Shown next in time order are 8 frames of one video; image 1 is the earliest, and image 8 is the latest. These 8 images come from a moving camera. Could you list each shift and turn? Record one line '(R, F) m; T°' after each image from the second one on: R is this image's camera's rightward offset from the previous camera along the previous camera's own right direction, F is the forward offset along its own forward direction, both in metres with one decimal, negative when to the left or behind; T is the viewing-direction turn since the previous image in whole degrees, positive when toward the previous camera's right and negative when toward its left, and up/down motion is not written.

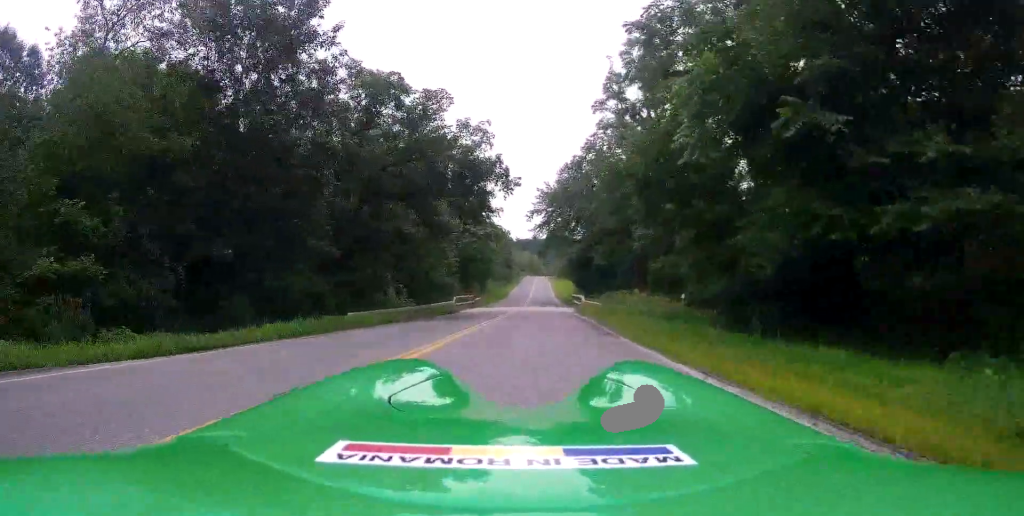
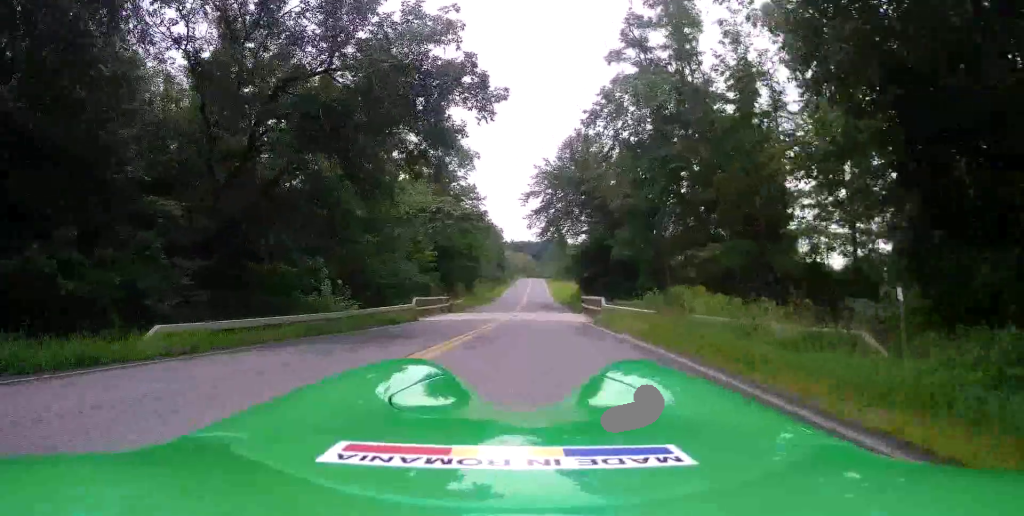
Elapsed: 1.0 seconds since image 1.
(0.0, +9.4) m; 0°
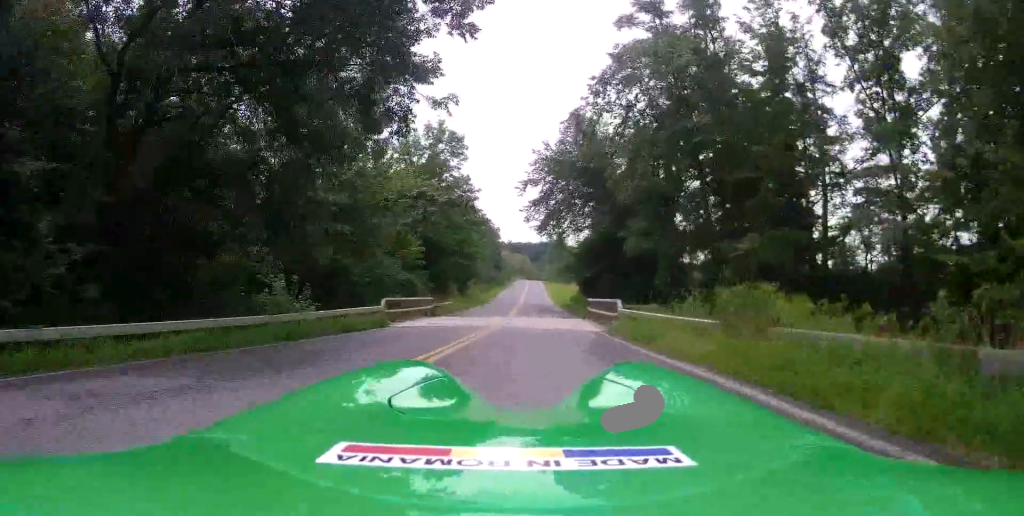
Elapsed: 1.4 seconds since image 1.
(0.0, +3.9) m; 0°
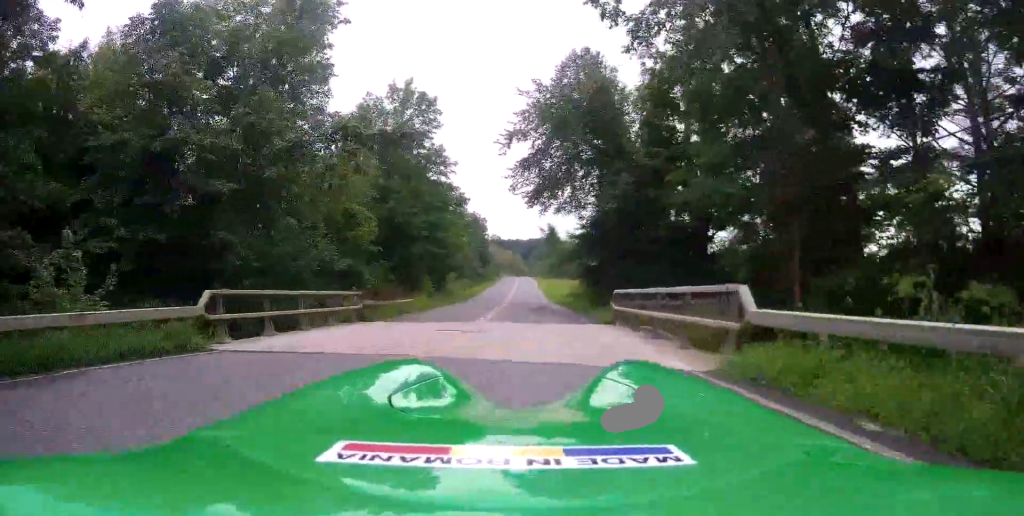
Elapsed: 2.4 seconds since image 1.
(0.0, +9.4) m; 0°
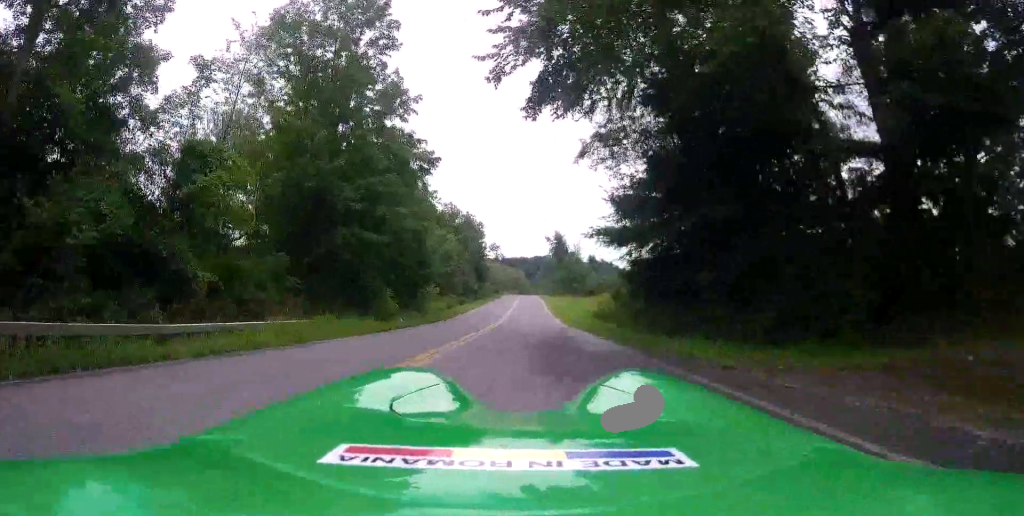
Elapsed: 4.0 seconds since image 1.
(0.0, +16.8) m; 0°
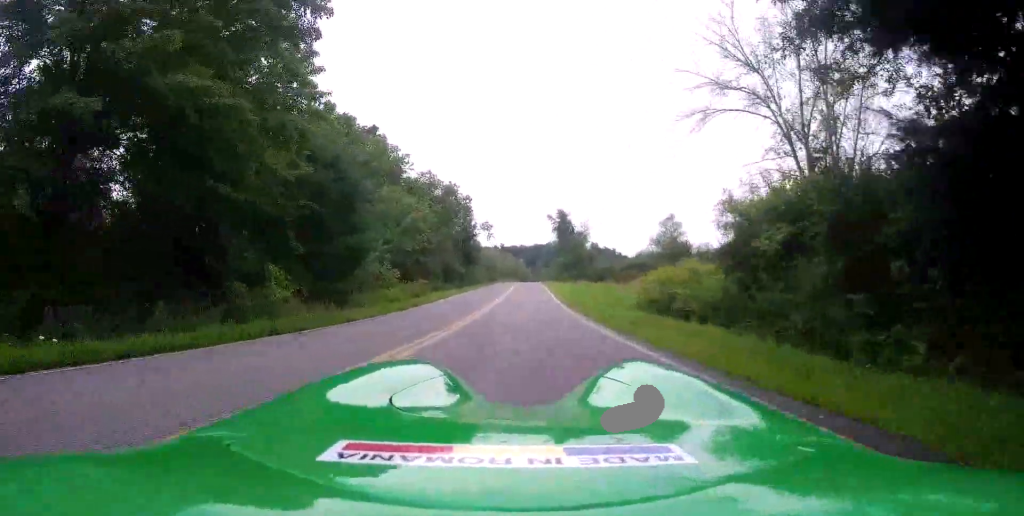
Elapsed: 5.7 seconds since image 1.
(+0.1, +17.7) m; +1°
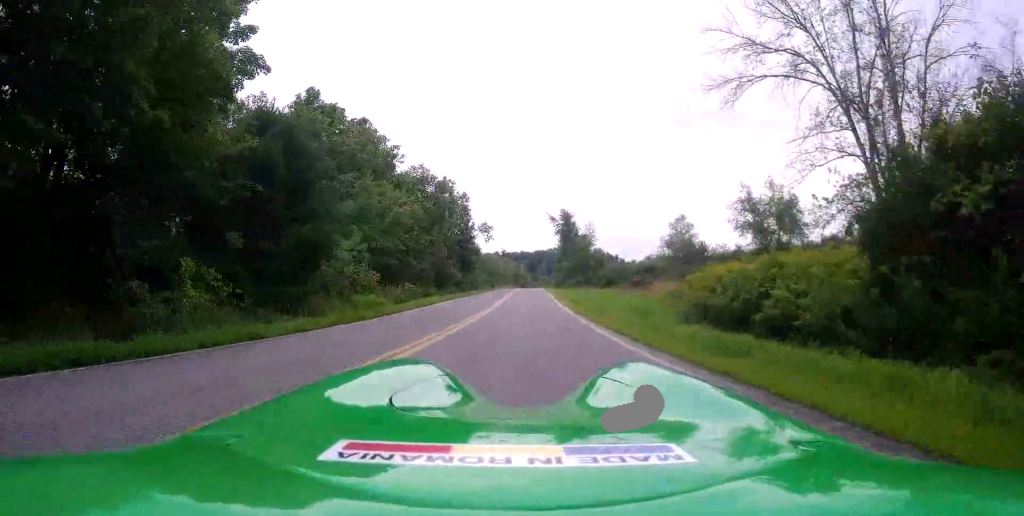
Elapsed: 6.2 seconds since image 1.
(-0.1, +5.7) m; +1°
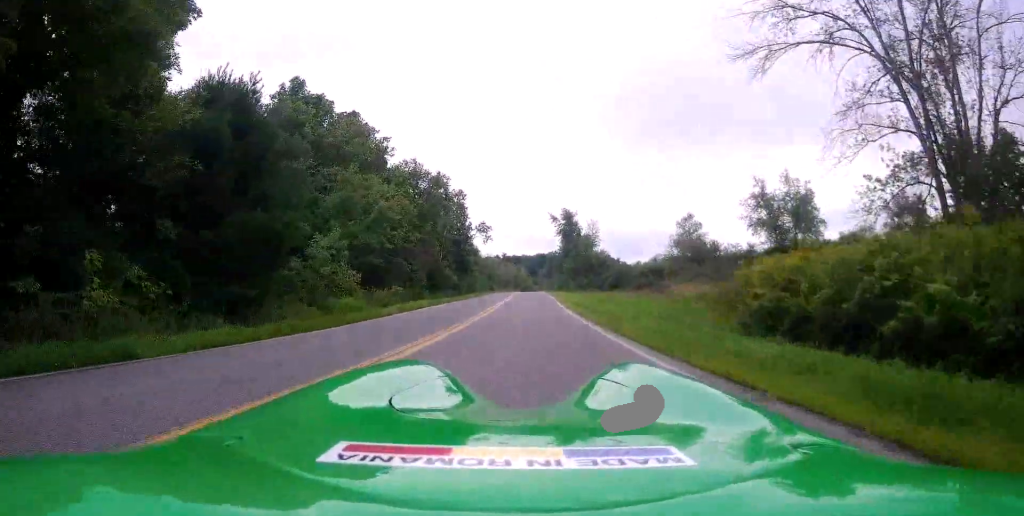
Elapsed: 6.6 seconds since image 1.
(+0.1, +4.3) m; +1°
